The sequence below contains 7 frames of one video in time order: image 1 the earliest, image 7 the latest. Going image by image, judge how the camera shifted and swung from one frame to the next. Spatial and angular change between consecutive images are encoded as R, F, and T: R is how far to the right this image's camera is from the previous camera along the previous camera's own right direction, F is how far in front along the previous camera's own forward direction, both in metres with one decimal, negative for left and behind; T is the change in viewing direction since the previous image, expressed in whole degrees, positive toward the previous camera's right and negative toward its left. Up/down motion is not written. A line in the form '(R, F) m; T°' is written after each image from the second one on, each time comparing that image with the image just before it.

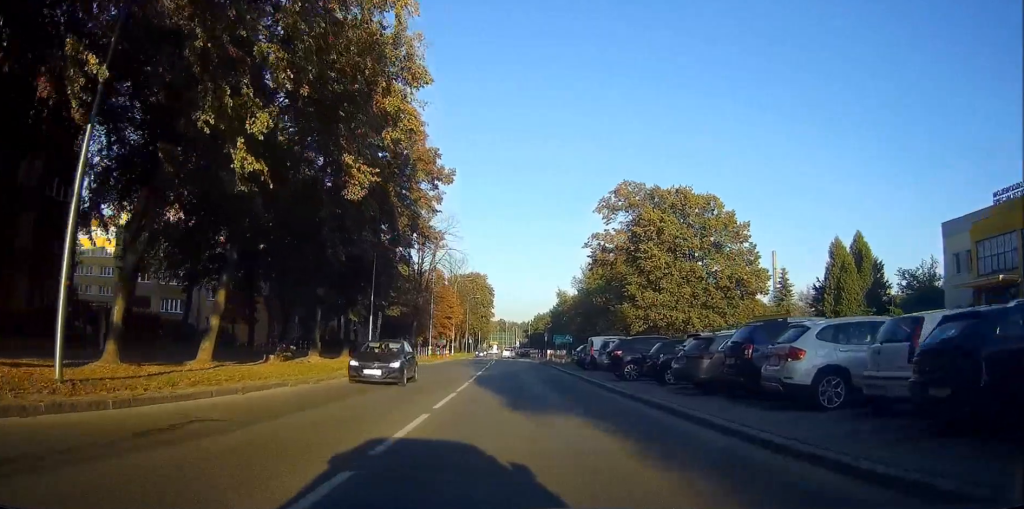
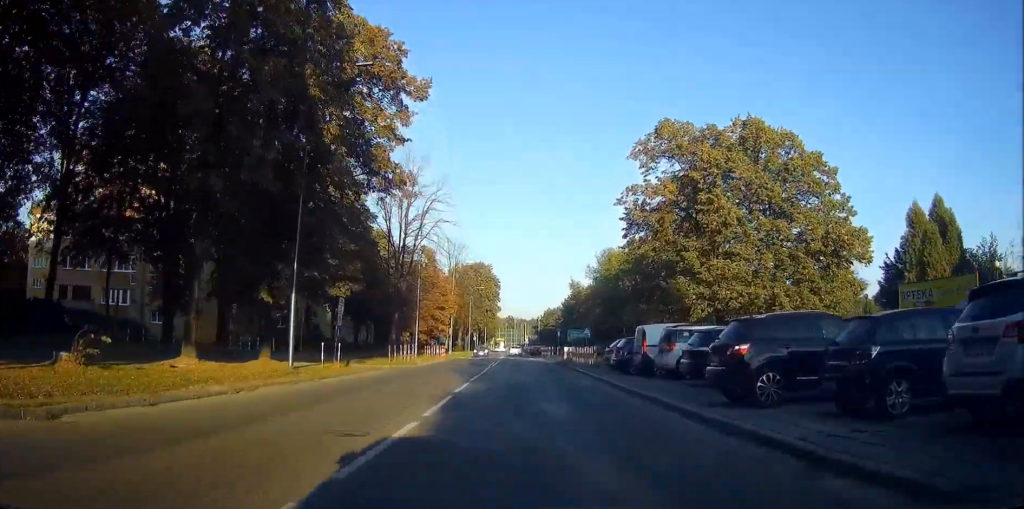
(-0.8, +13.3) m; -4°
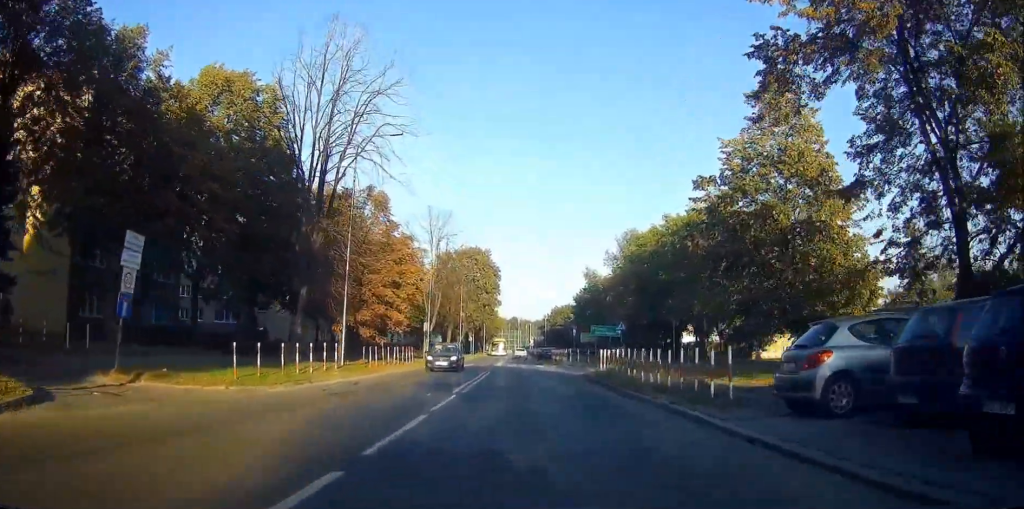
(-0.2, +22.1) m; -1°
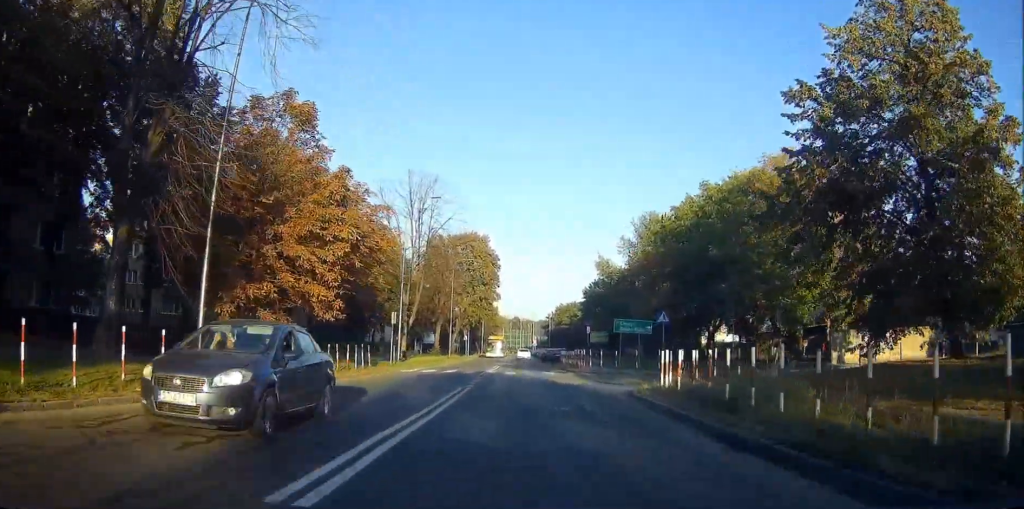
(0.0, +13.8) m; 0°
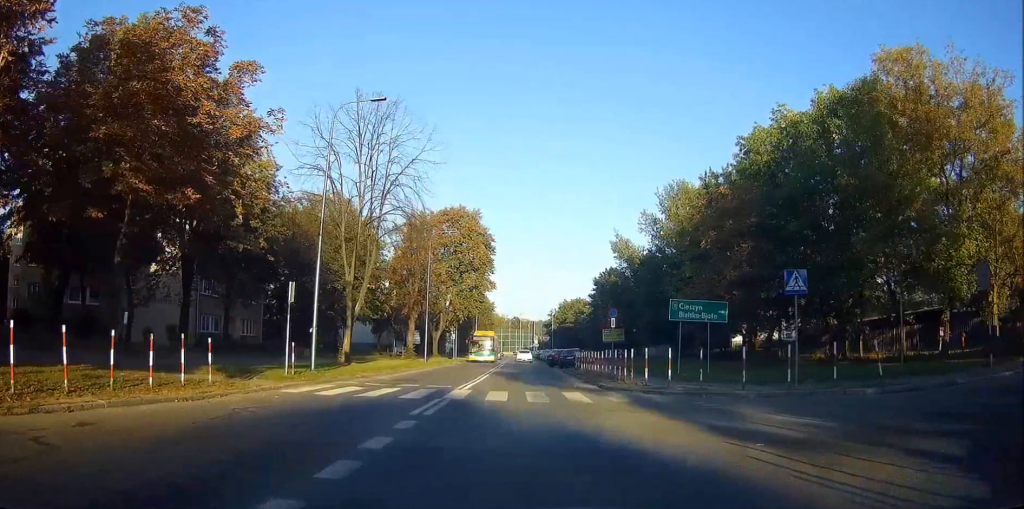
(0.0, +17.0) m; 0°
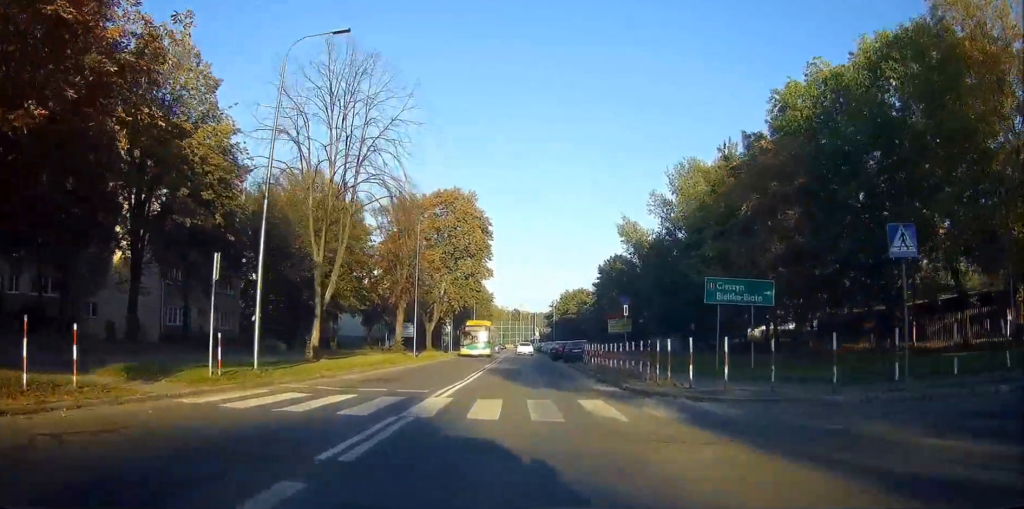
(0.0, +5.5) m; 0°
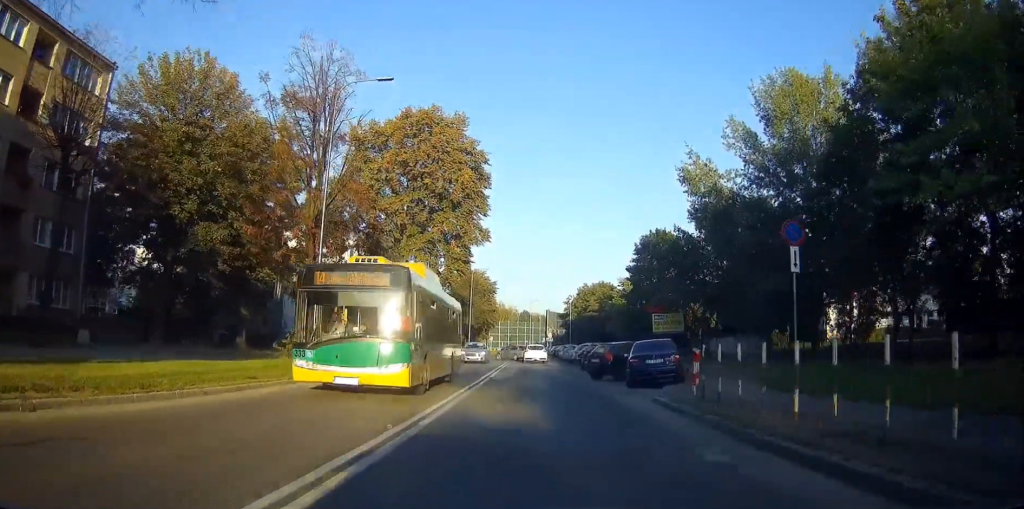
(-0.2, +23.3) m; -1°
